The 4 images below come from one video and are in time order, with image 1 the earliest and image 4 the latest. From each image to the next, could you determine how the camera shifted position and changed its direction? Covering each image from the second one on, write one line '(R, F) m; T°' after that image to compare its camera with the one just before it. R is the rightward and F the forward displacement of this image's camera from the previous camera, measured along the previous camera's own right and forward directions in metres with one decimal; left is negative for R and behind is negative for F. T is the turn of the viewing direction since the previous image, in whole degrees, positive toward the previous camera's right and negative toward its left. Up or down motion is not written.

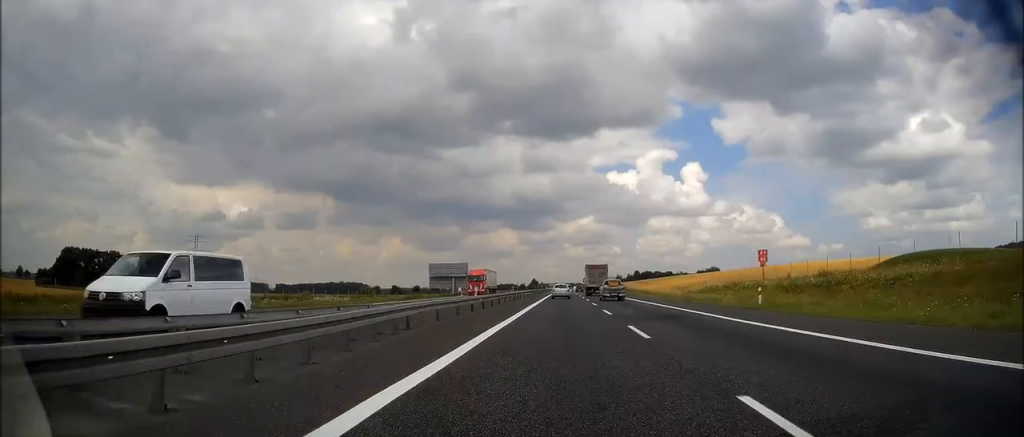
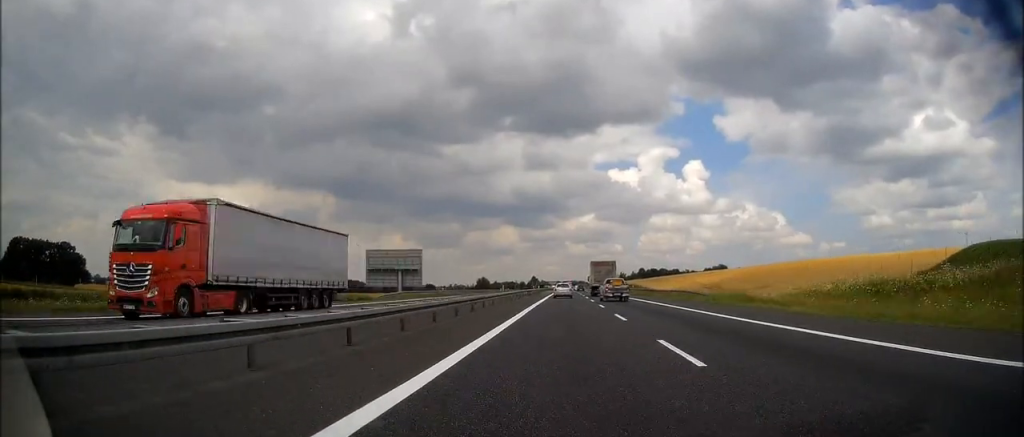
(-0.1, +41.2) m; 0°
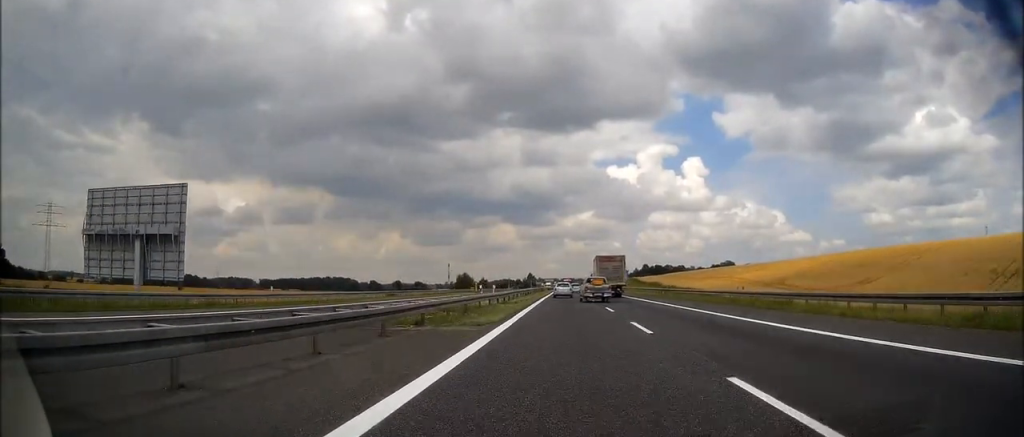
(+0.2, +54.1) m; 0°
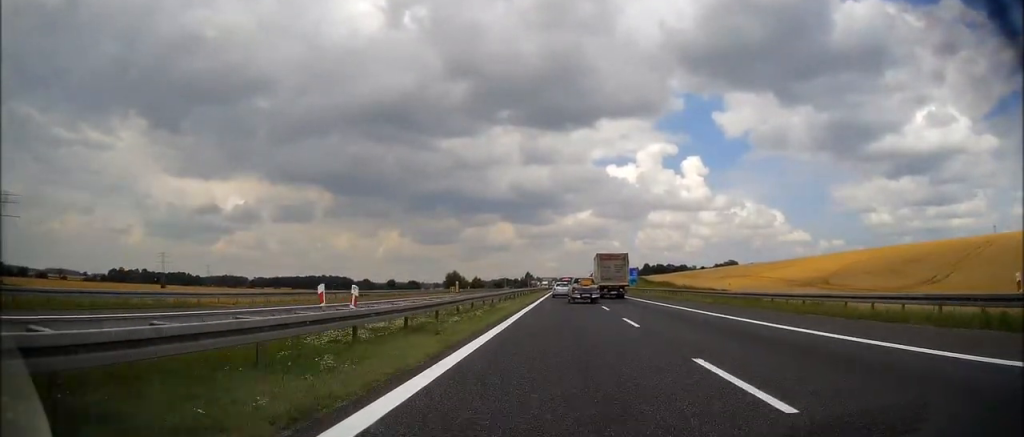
(0.0, +21.9) m; 0°
